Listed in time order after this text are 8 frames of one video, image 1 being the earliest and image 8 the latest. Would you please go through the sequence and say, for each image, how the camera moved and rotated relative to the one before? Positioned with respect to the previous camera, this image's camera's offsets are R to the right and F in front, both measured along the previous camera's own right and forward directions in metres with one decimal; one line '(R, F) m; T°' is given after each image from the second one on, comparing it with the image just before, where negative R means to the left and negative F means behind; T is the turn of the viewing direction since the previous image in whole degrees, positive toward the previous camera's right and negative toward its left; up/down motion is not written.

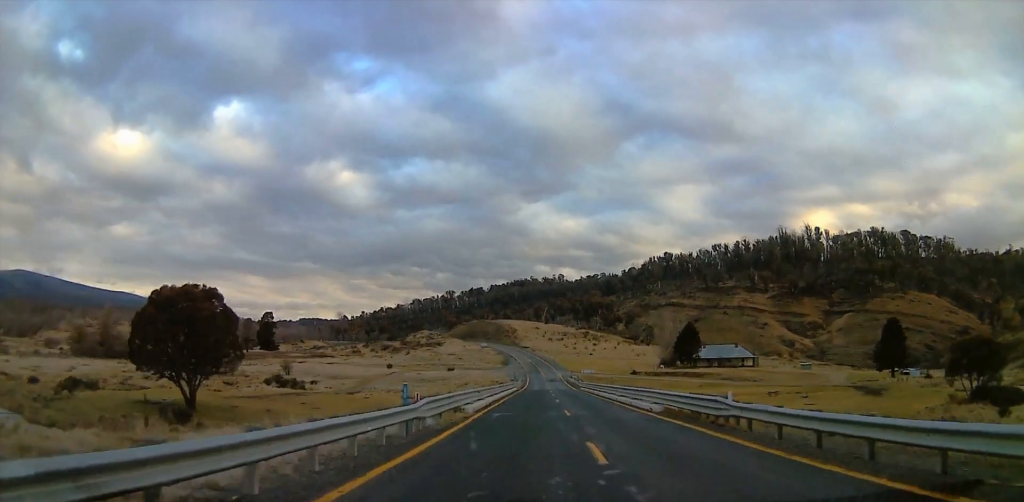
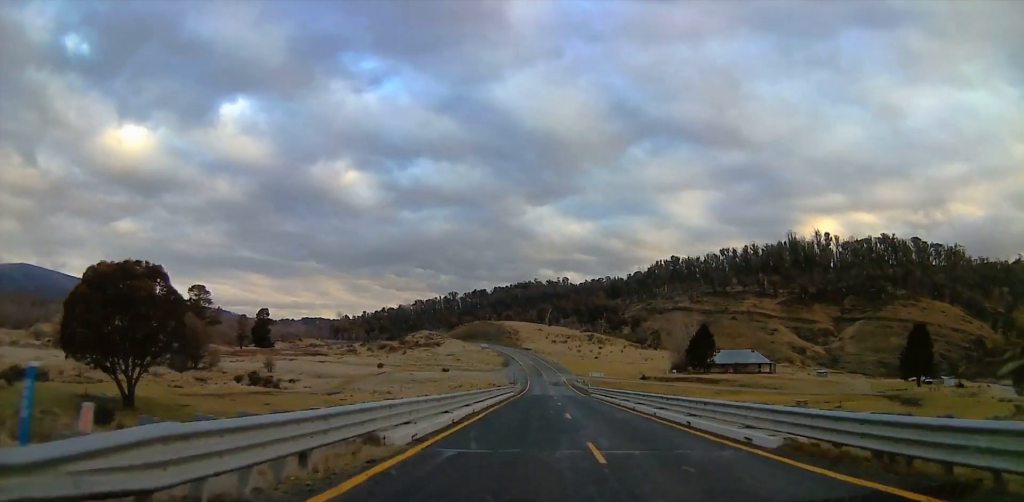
(0.0, +12.4) m; 0°
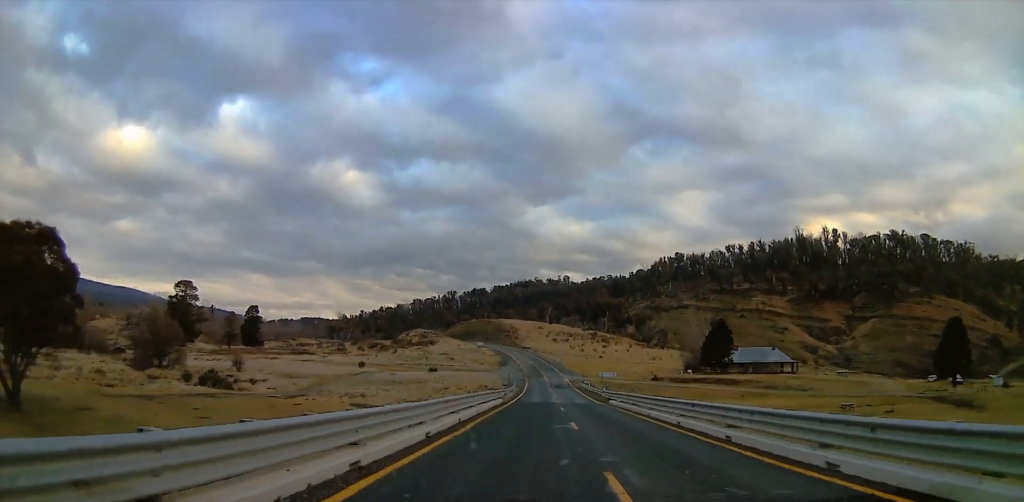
(0.0, +15.7) m; 0°
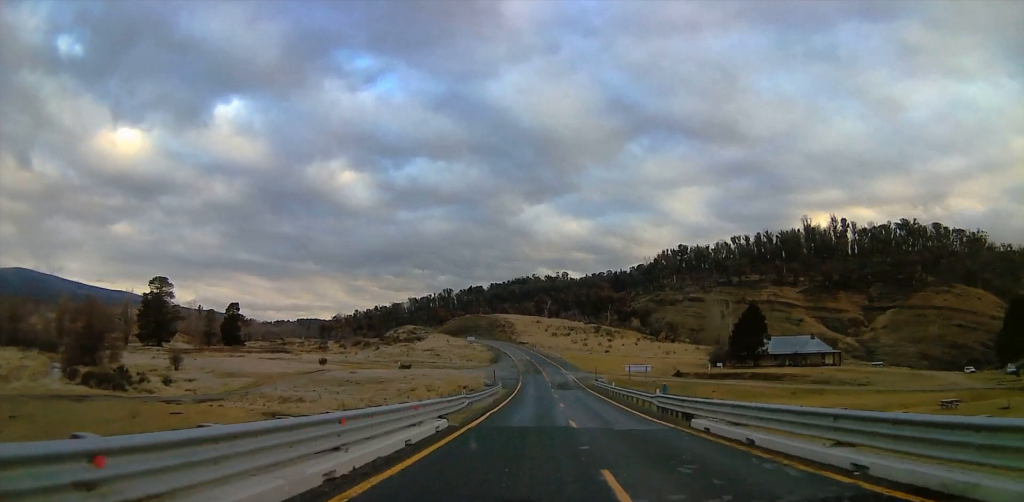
(0.0, +24.6) m; 0°
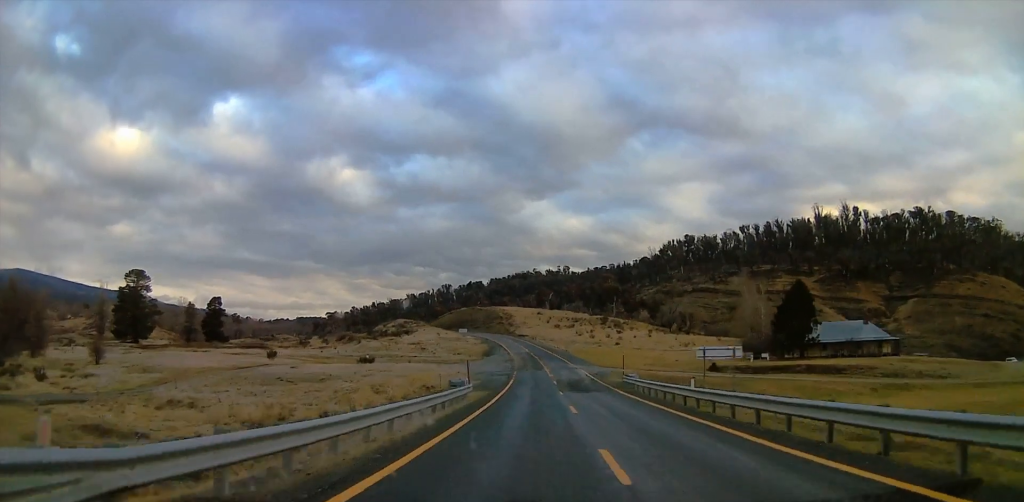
(0.0, +23.4) m; 0°
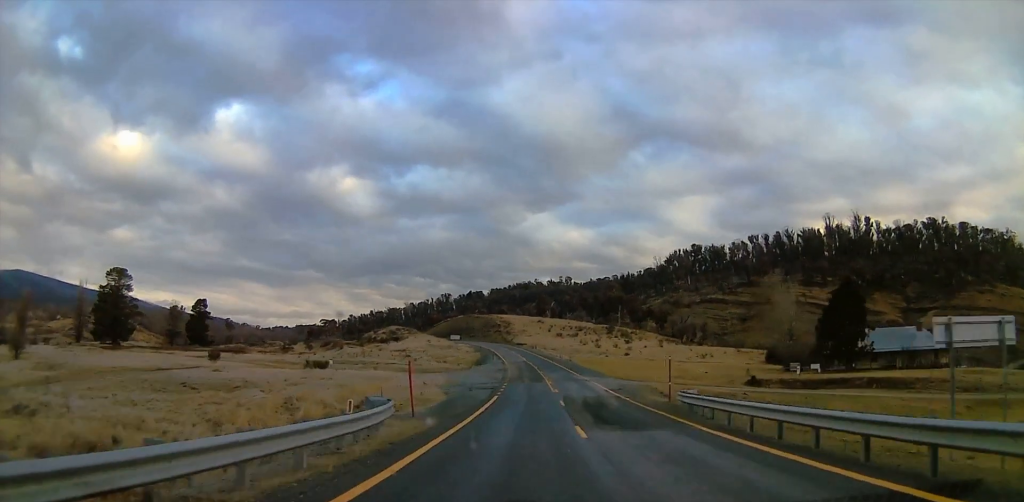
(0.0, +17.7) m; 0°
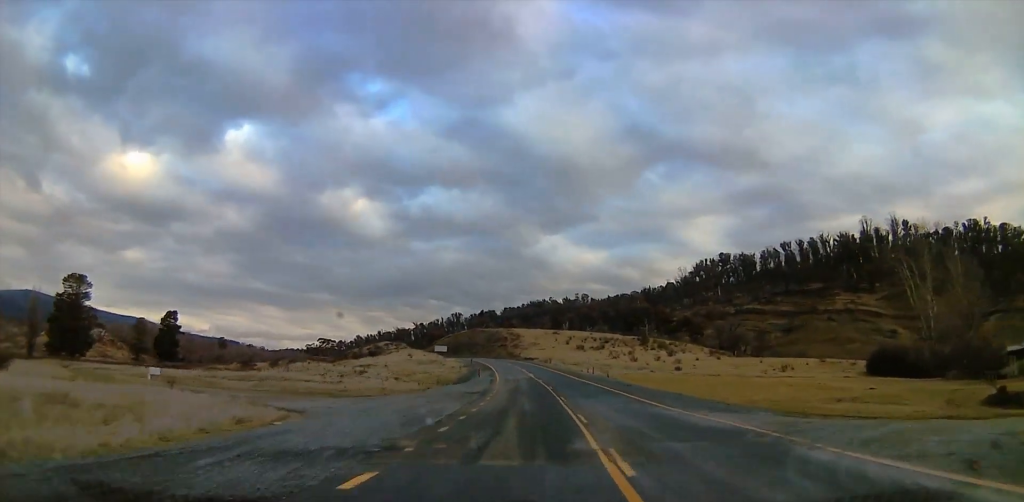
(0.0, +41.6) m; 0°
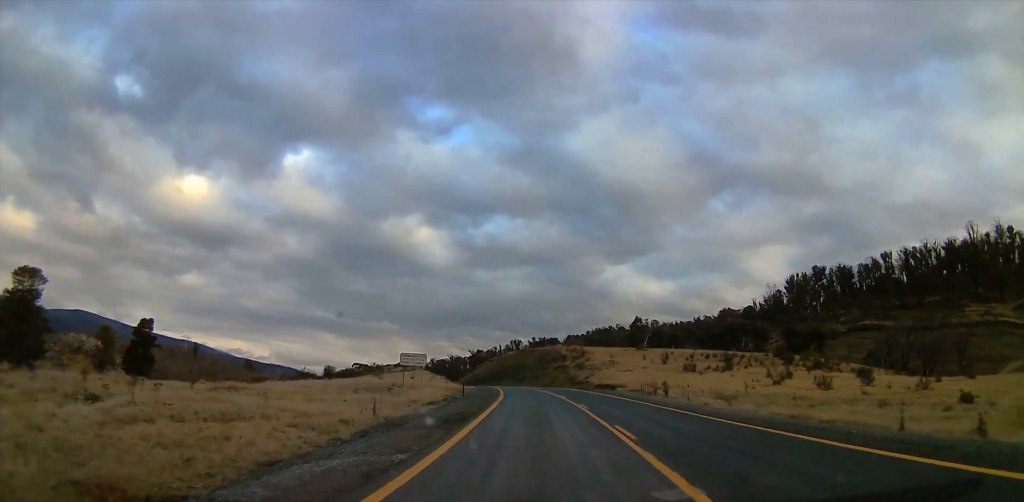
(0.0, +64.3) m; 0°
